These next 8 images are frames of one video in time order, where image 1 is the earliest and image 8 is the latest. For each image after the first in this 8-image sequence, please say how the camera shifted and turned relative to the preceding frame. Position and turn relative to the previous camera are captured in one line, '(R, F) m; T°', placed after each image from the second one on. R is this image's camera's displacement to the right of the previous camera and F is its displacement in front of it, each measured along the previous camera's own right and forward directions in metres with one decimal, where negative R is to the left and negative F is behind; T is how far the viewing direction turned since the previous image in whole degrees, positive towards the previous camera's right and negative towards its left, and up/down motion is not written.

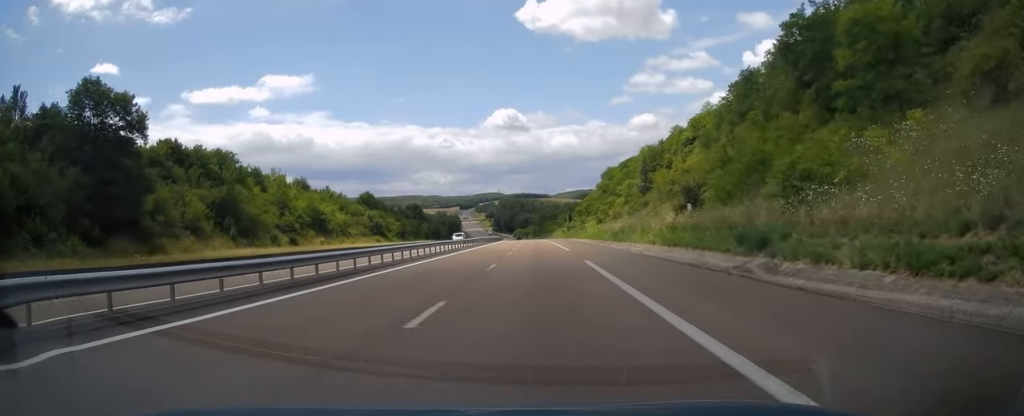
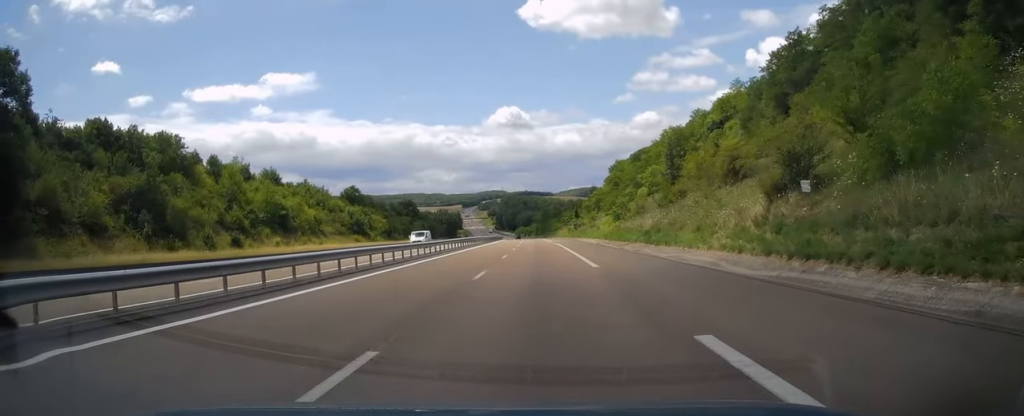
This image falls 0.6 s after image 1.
(-0.1, +20.4) m; 0°
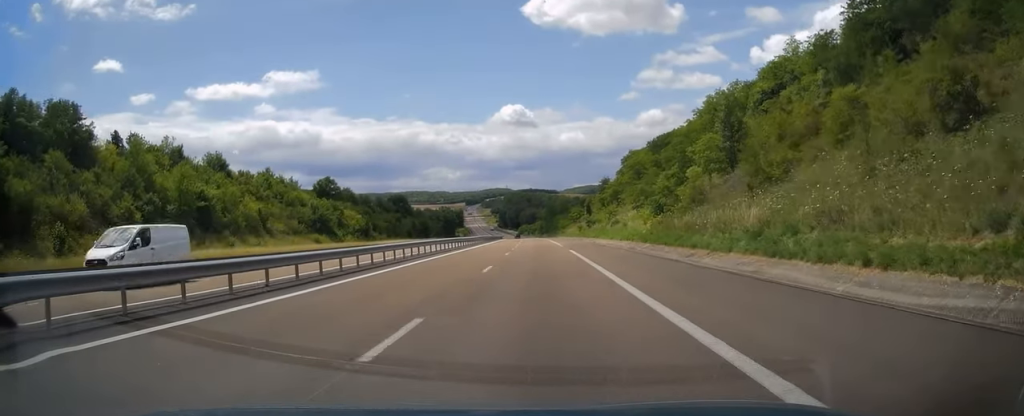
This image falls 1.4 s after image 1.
(-0.1, +28.3) m; 0°
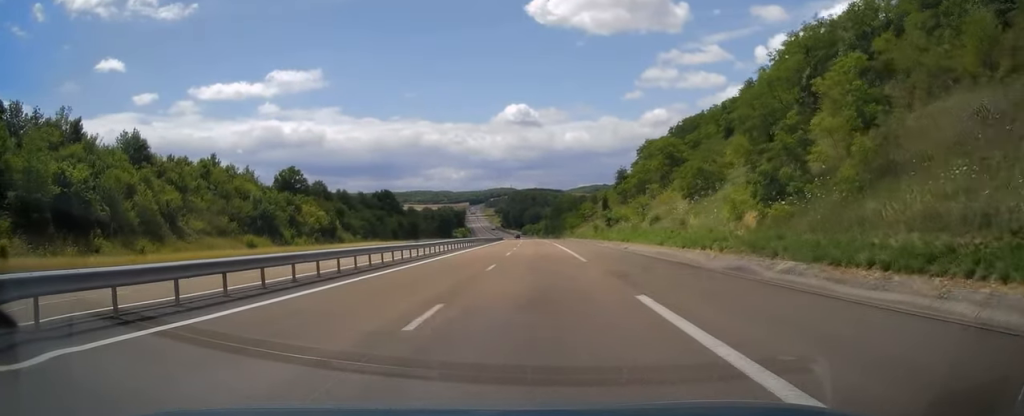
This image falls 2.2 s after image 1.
(-0.1, +29.7) m; 0°
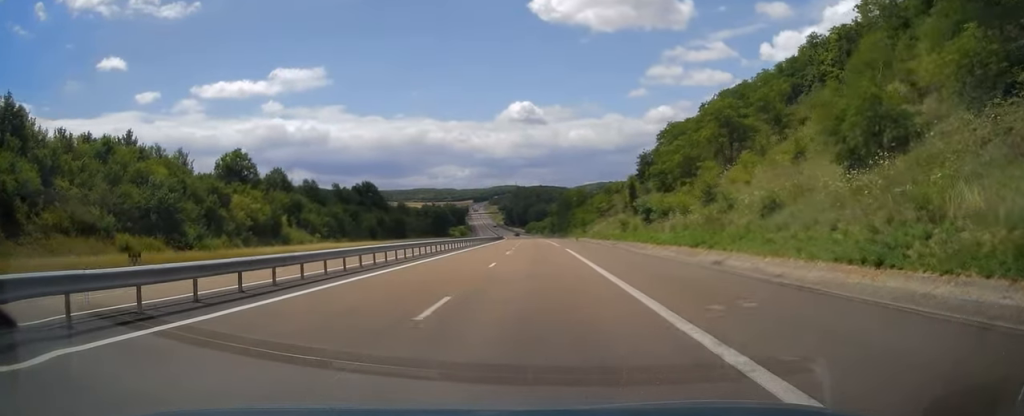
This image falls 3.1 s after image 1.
(-0.1, +28.9) m; 0°
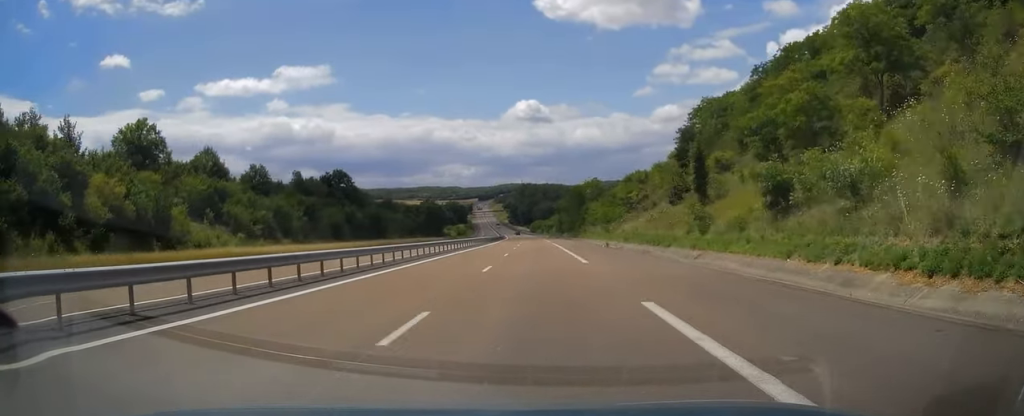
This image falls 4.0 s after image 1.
(-0.1, +30.7) m; -1°
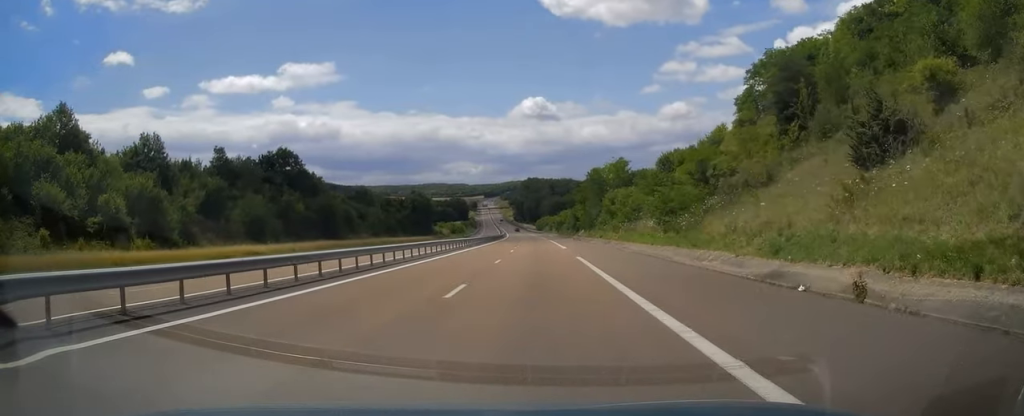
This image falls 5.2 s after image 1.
(-0.5, +35.9) m; -1°
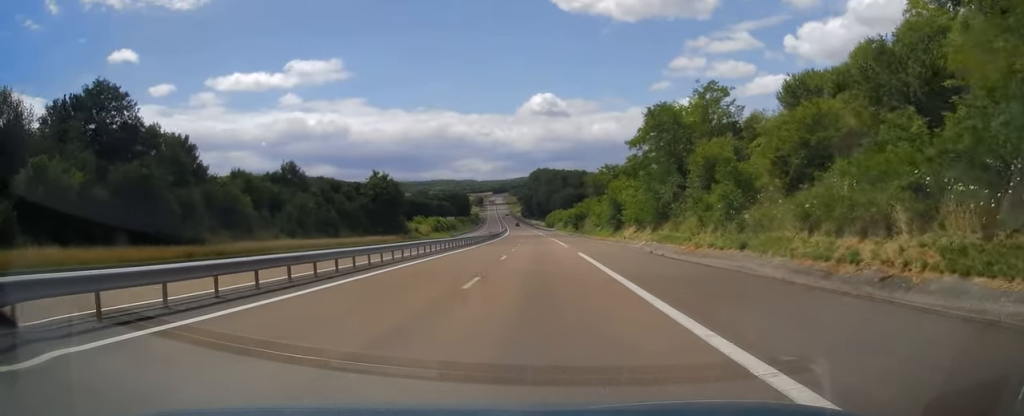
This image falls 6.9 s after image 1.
(-0.3, +52.4) m; -1°
